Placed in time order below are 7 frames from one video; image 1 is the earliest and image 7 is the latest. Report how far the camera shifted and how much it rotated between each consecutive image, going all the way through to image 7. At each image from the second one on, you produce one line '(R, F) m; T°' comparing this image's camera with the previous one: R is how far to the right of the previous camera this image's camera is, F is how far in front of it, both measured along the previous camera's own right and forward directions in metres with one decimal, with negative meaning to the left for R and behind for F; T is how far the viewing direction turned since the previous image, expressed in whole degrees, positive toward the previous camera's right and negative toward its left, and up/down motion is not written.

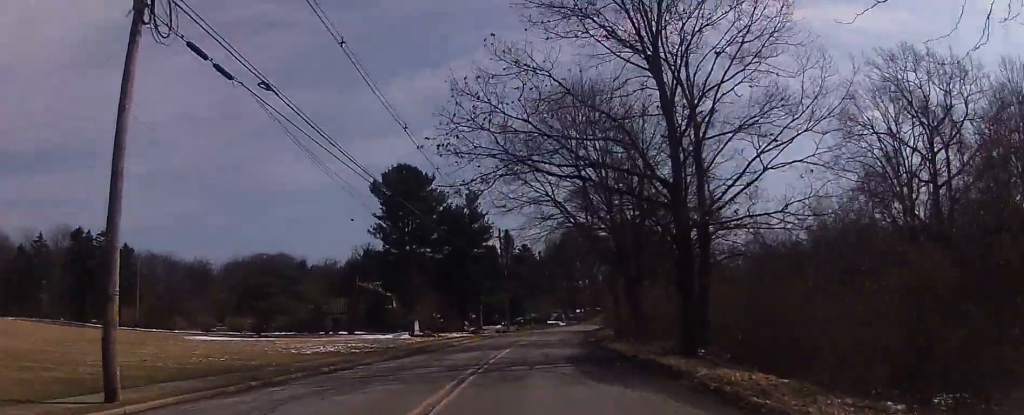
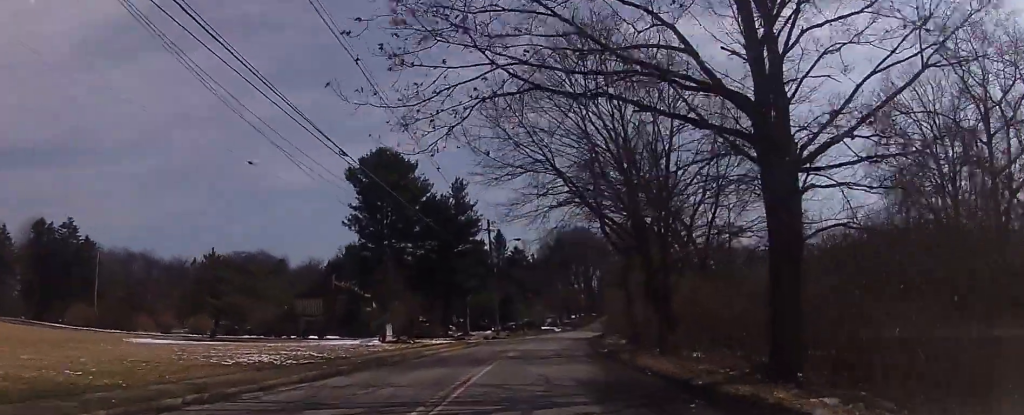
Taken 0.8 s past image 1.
(-0.5, +9.2) m; 0°
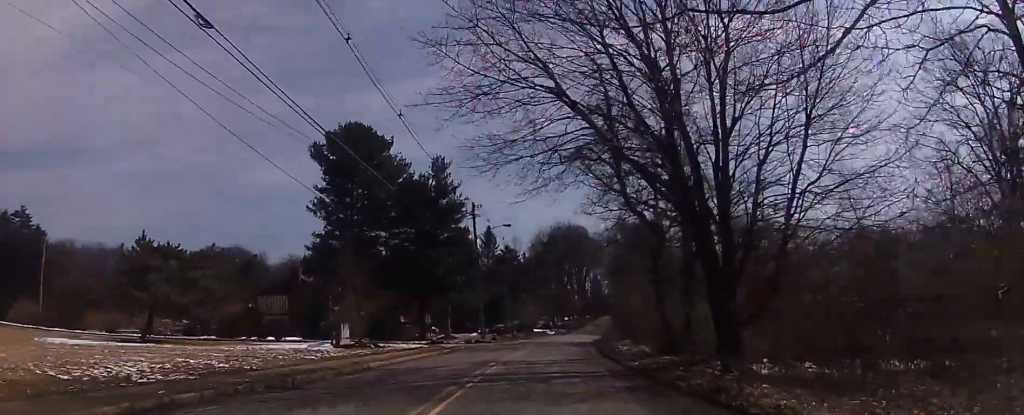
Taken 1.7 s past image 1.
(+0.1, +10.2) m; 0°
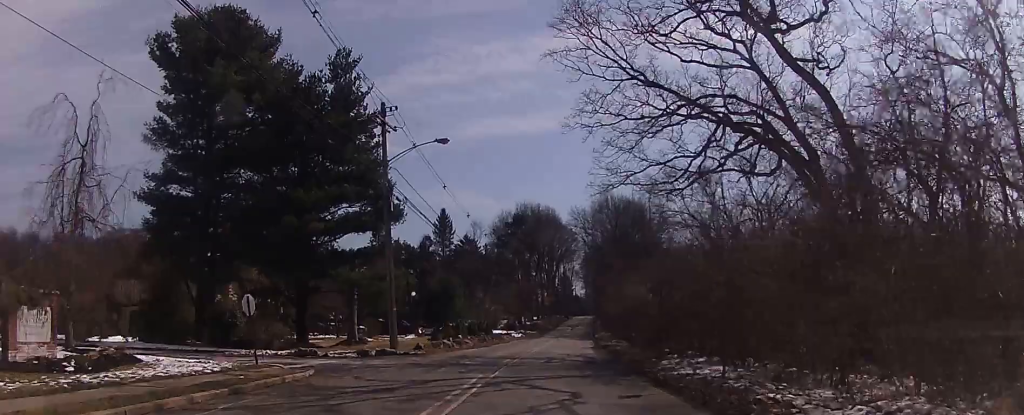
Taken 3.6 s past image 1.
(+0.2, +24.2) m; +2°
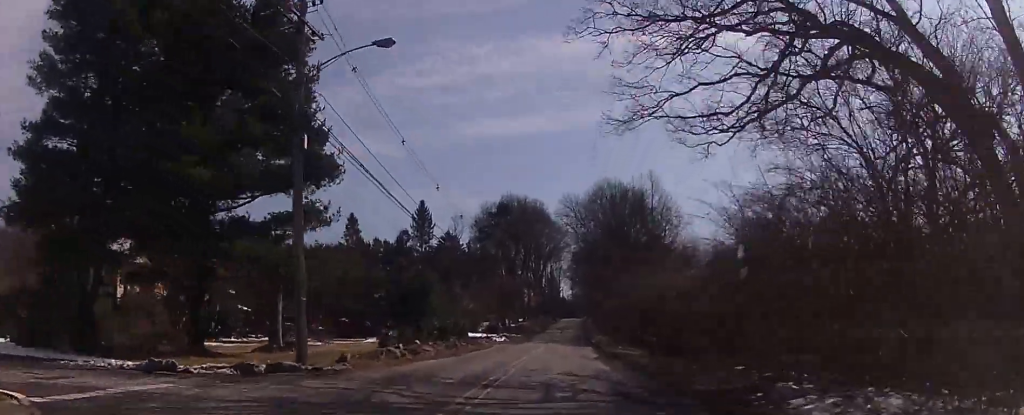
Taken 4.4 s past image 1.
(+0.3, +10.0) m; +1°
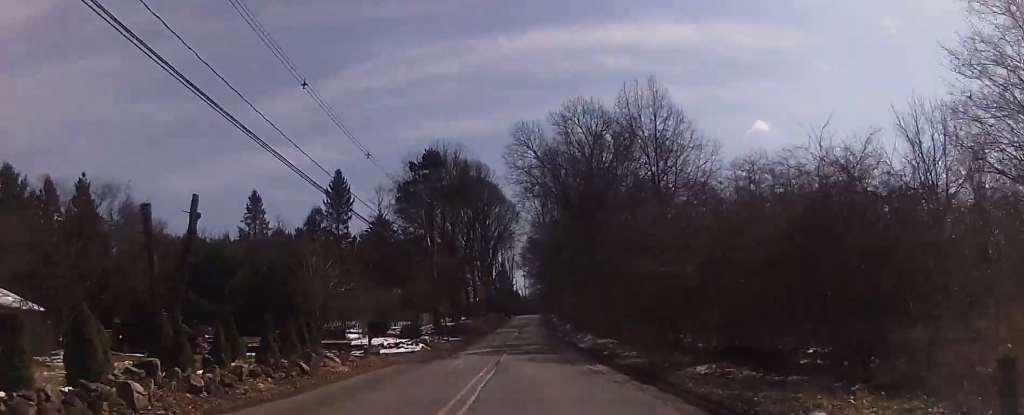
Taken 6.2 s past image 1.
(-0.3, +26.3) m; +2°
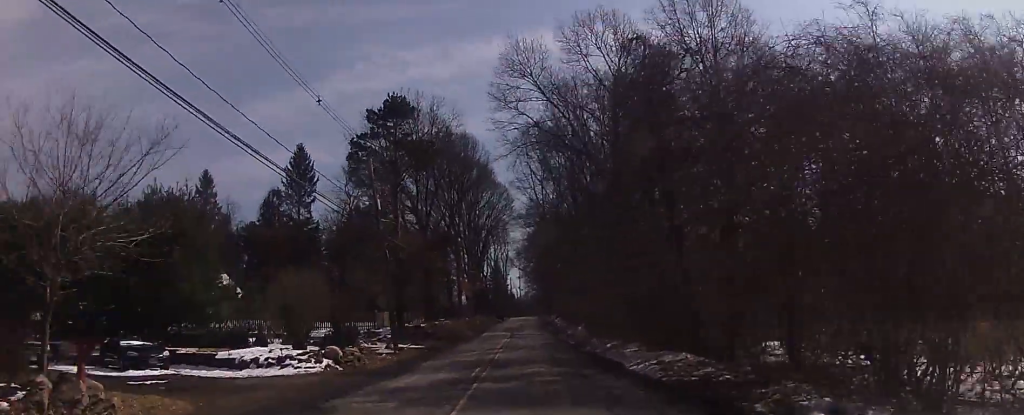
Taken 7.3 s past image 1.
(+0.9, +16.3) m; +2°
